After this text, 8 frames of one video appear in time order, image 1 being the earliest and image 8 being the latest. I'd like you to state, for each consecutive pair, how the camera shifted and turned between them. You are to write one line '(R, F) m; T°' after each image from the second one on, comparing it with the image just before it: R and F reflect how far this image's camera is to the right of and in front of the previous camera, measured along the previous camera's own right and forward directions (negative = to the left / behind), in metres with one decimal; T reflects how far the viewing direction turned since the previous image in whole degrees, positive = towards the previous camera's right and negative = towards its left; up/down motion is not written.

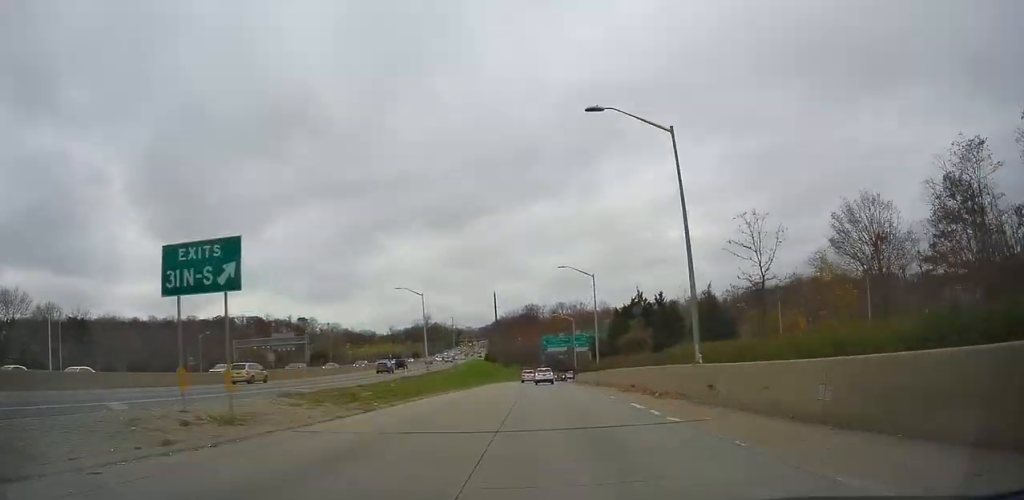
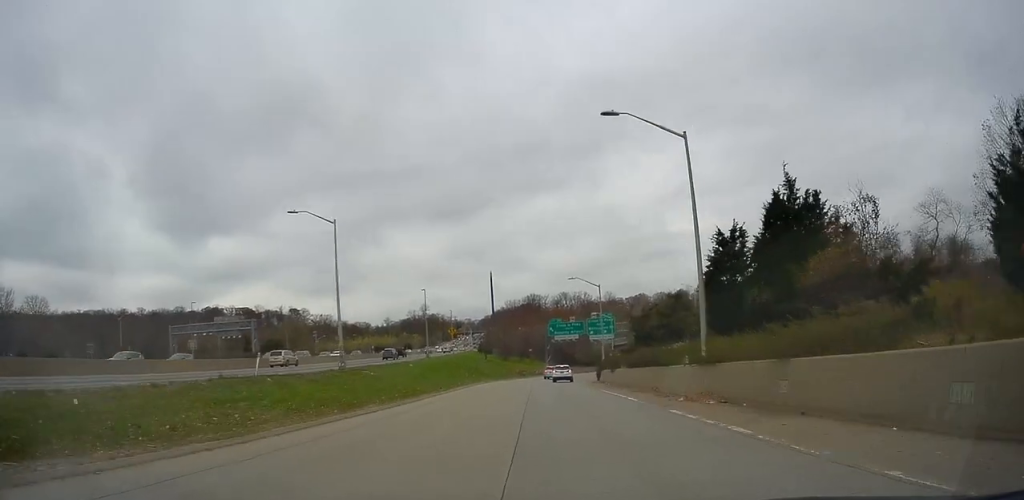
(+0.2, +28.9) m; 0°
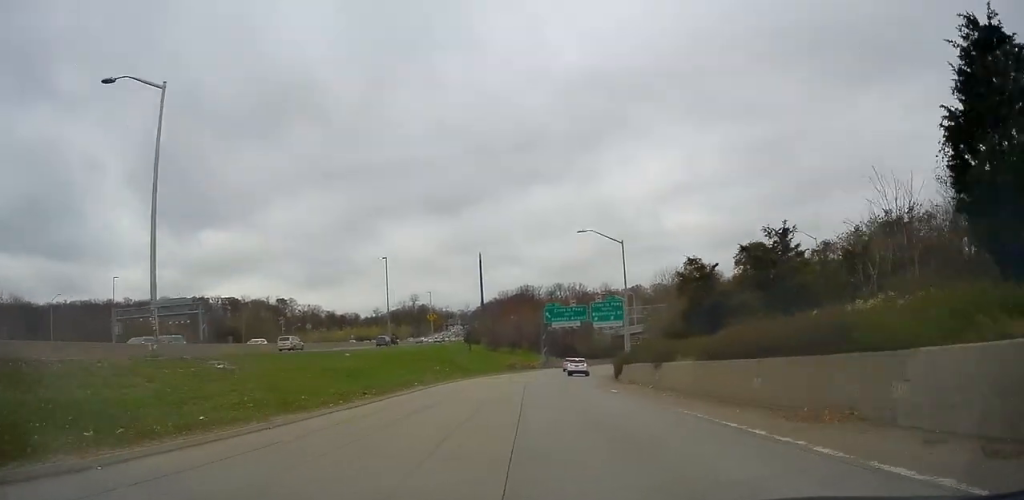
(-0.1, +16.8) m; -1°
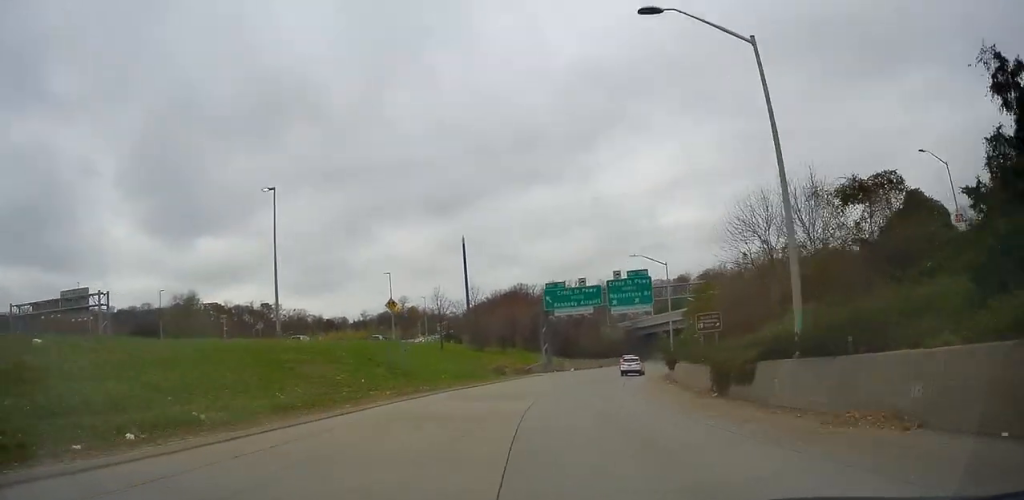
(-0.4, +24.7) m; 0°
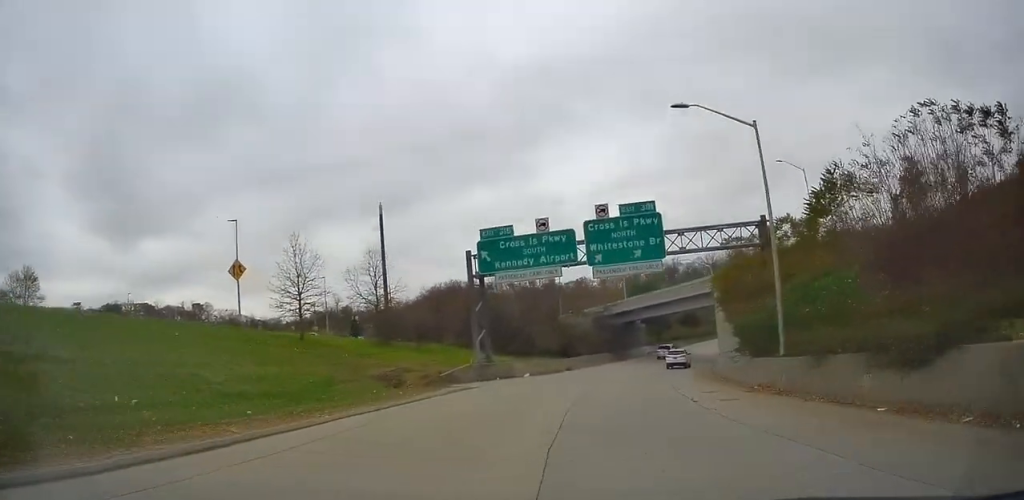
(+0.8, +28.3) m; +3°
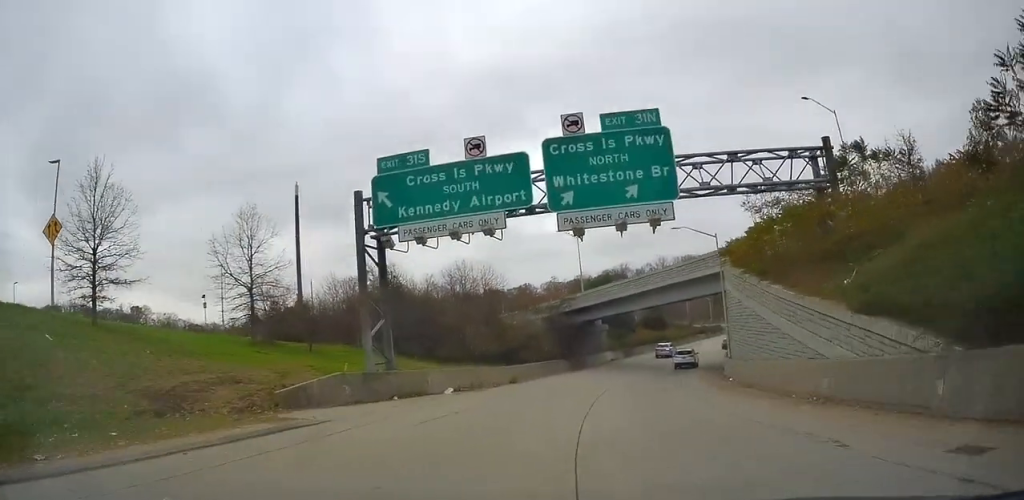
(+0.2, +16.1) m; +1°
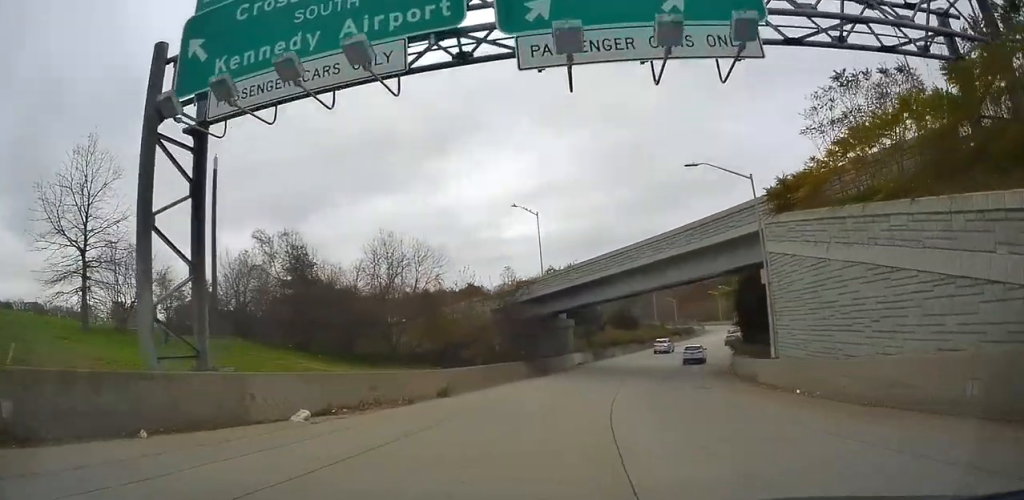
(0.0, +13.4) m; +1°
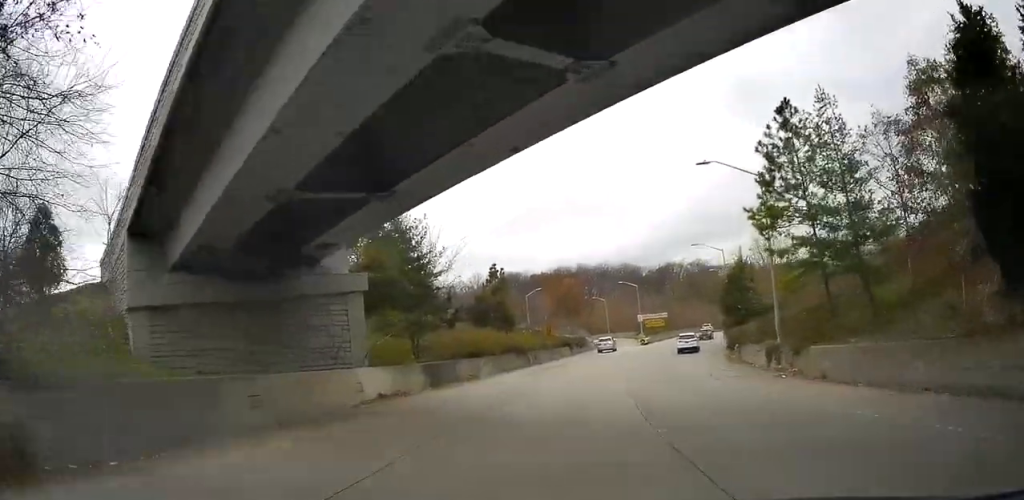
(+3.0, +34.2) m; +11°
